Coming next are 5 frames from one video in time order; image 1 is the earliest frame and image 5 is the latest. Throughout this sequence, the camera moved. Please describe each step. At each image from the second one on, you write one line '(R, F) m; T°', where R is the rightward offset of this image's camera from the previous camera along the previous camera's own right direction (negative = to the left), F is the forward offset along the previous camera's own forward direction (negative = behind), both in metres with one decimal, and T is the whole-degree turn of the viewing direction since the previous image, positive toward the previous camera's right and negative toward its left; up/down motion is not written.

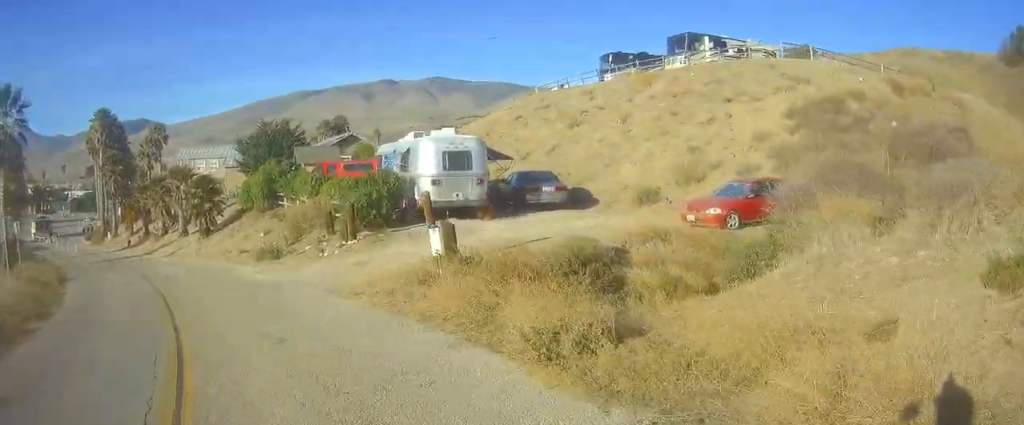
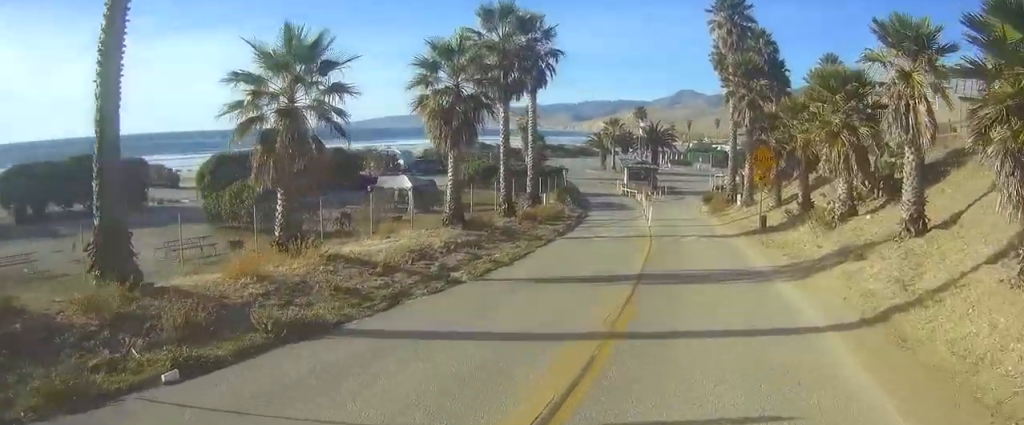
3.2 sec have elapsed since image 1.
(-2.5, +26.3) m; -19°
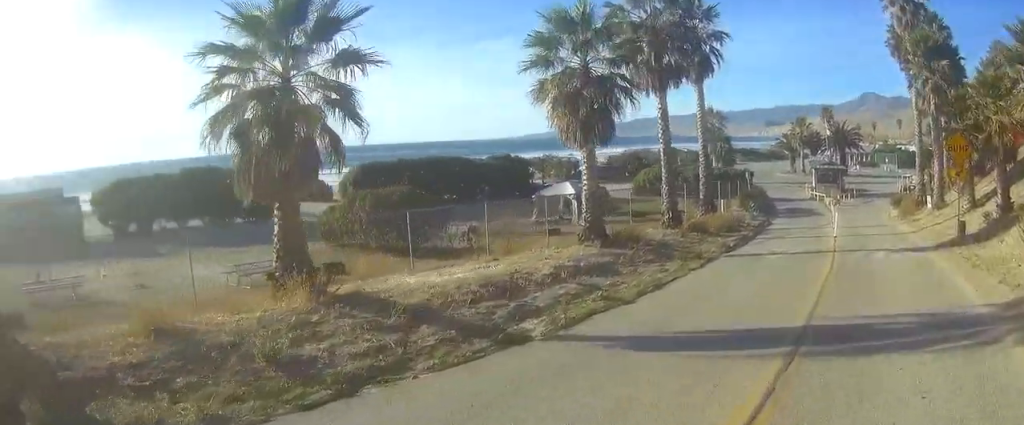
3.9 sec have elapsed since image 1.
(-0.1, +5.4) m; -5°
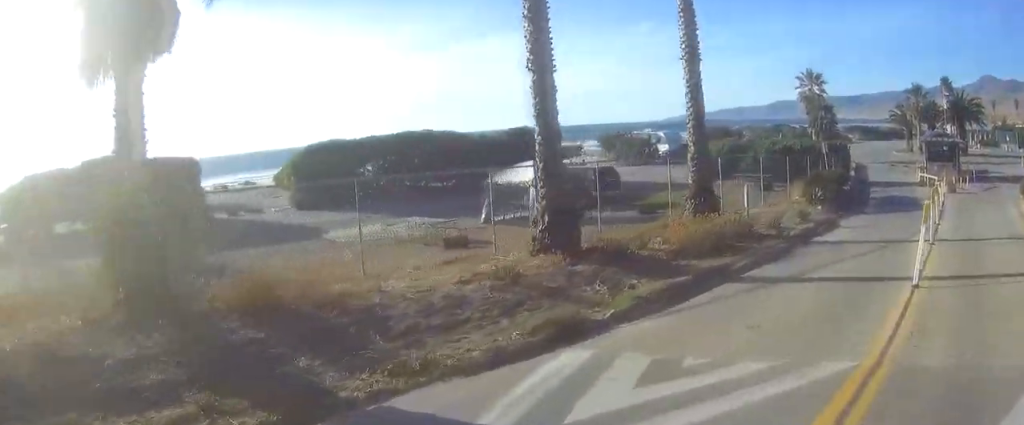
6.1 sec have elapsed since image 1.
(-1.8, +14.2) m; -11°
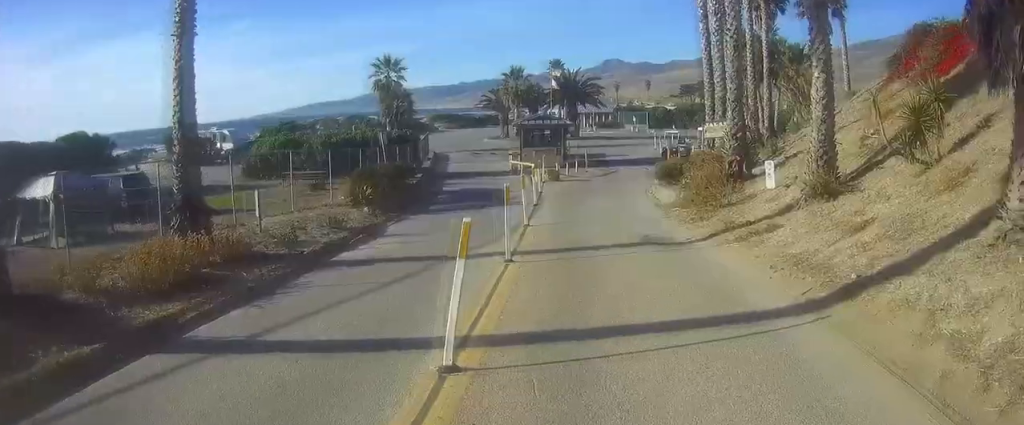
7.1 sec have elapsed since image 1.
(0.0, +4.8) m; -1°
